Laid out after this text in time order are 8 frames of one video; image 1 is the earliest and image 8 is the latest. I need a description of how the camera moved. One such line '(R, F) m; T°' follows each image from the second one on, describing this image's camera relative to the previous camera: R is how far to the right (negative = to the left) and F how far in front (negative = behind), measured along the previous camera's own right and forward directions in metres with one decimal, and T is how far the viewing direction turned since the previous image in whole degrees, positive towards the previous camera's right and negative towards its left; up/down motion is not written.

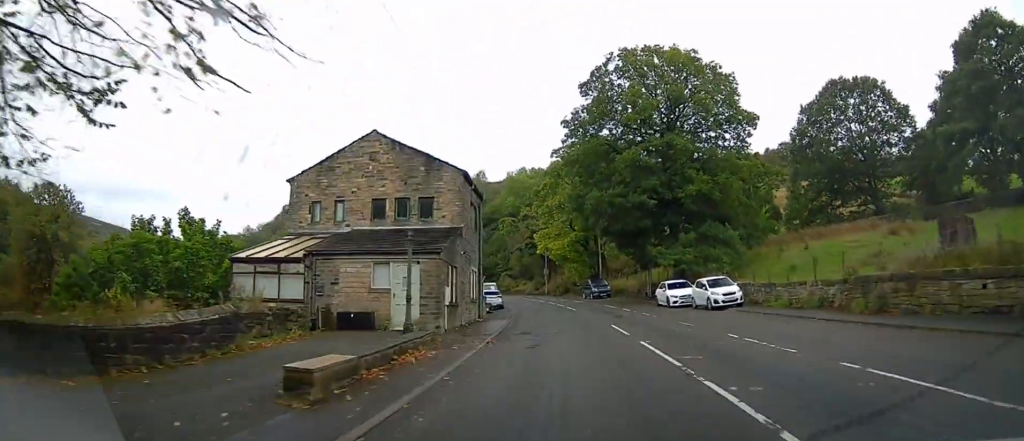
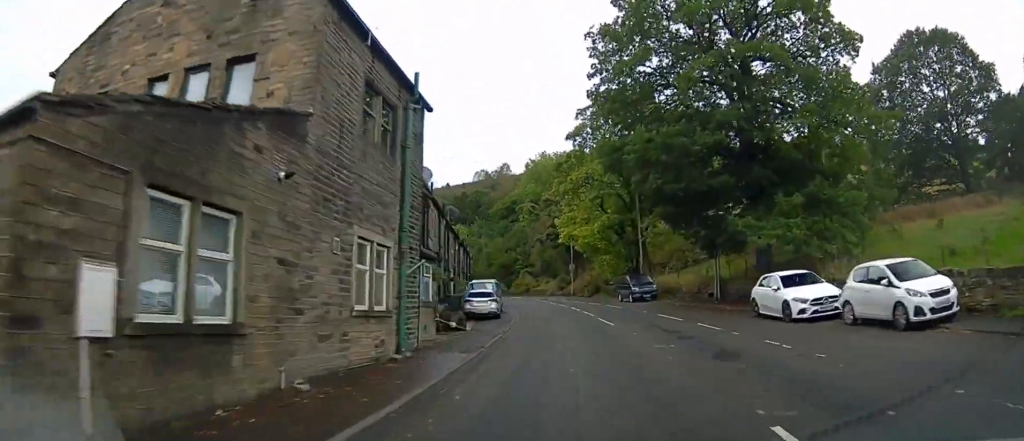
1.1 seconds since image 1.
(-0.3, +14.2) m; -3°
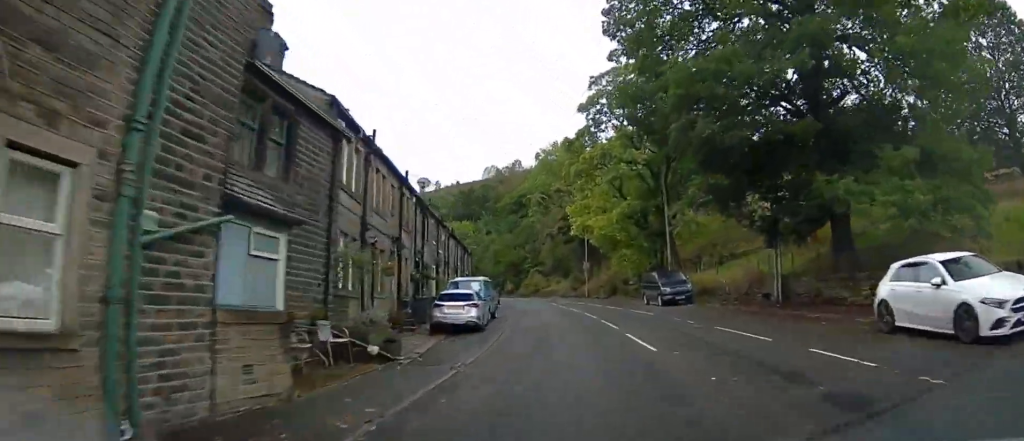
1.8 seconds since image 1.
(-0.1, +7.8) m; -2°
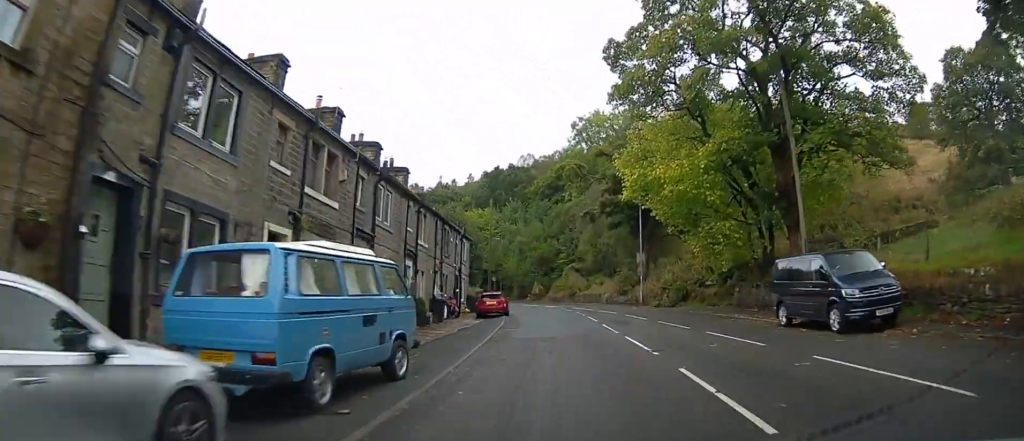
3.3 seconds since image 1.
(-0.7, +18.2) m; -4°
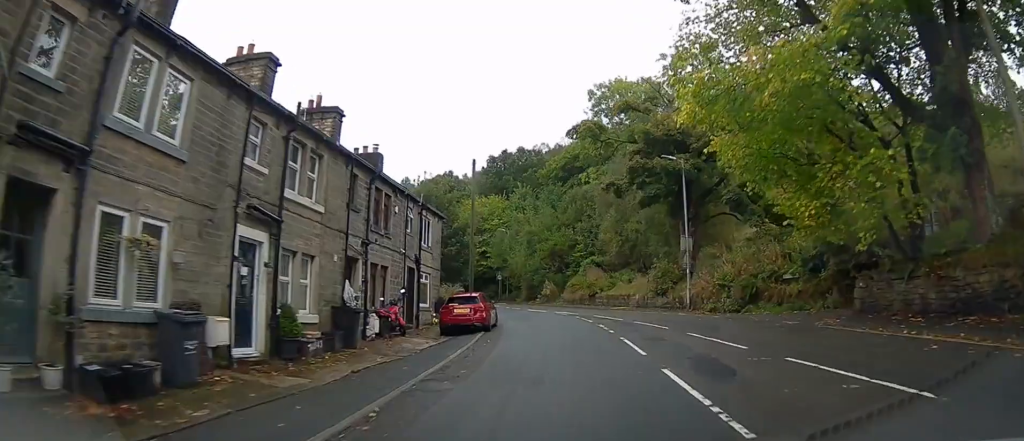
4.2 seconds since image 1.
(-0.3, +11.4) m; -3°
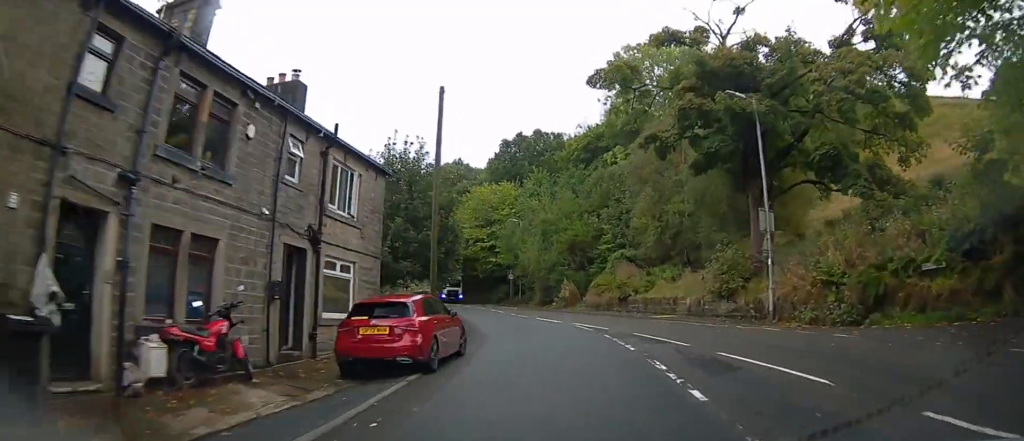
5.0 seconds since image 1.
(-0.3, +9.7) m; -3°
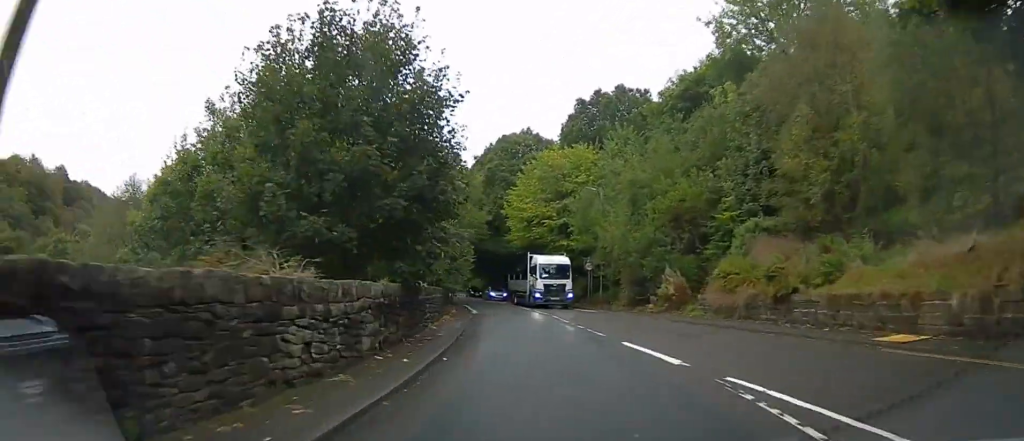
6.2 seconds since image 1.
(-0.5, +14.4) m; -6°
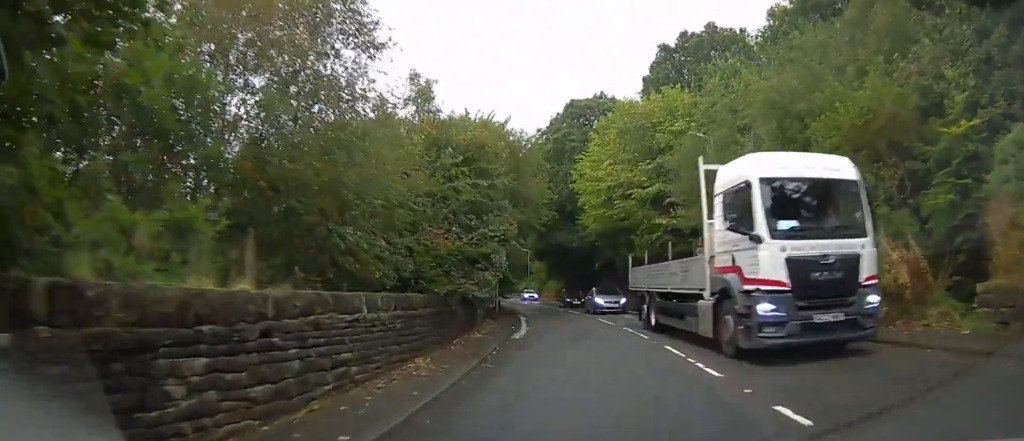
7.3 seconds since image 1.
(-0.7, +13.1) m; -8°
